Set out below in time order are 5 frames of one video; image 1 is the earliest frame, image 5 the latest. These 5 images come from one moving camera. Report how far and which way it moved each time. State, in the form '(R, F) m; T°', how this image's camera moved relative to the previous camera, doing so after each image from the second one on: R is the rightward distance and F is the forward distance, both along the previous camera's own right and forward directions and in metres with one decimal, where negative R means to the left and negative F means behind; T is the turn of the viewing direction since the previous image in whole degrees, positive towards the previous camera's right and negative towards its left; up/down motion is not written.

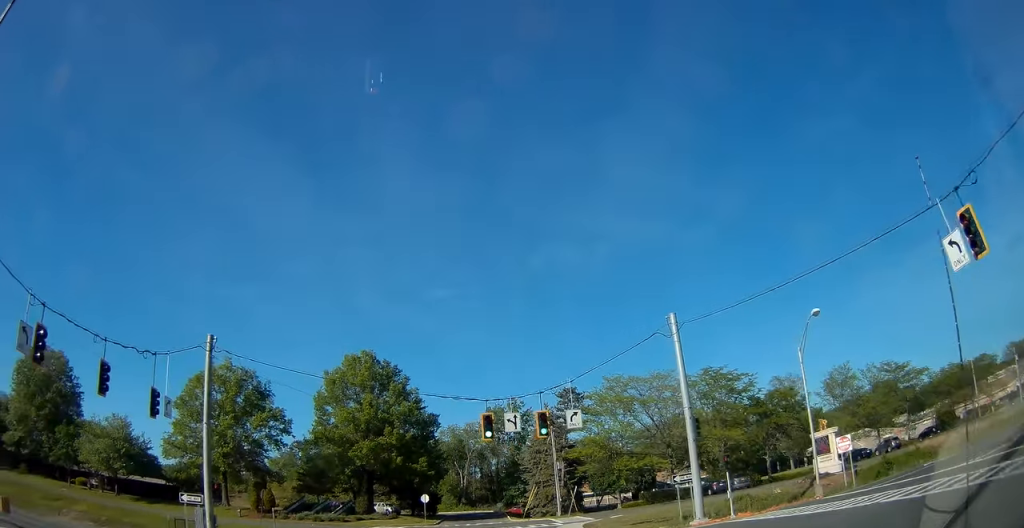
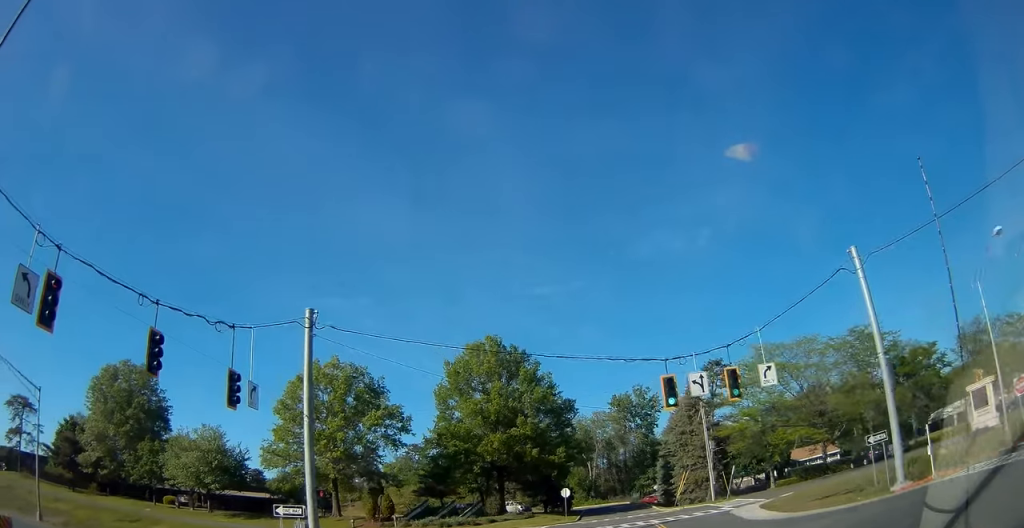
(-0.4, +5.3) m; -11°
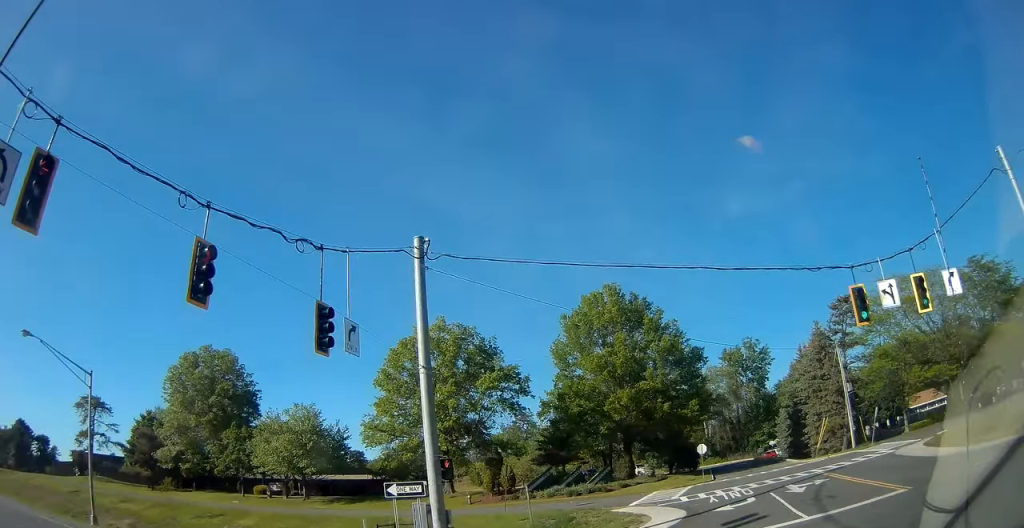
(-0.4, +4.6) m; -11°
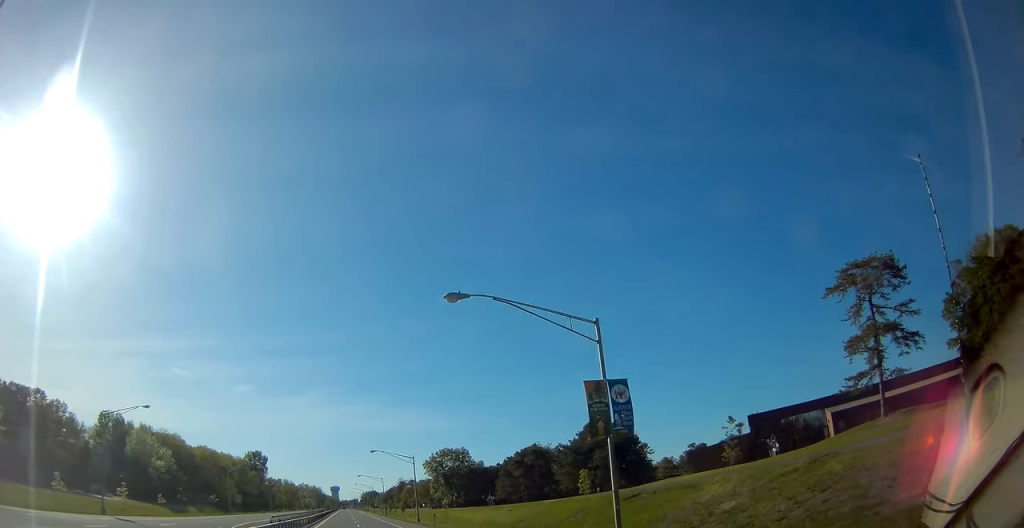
(-39.8, +40.2) m; -54°
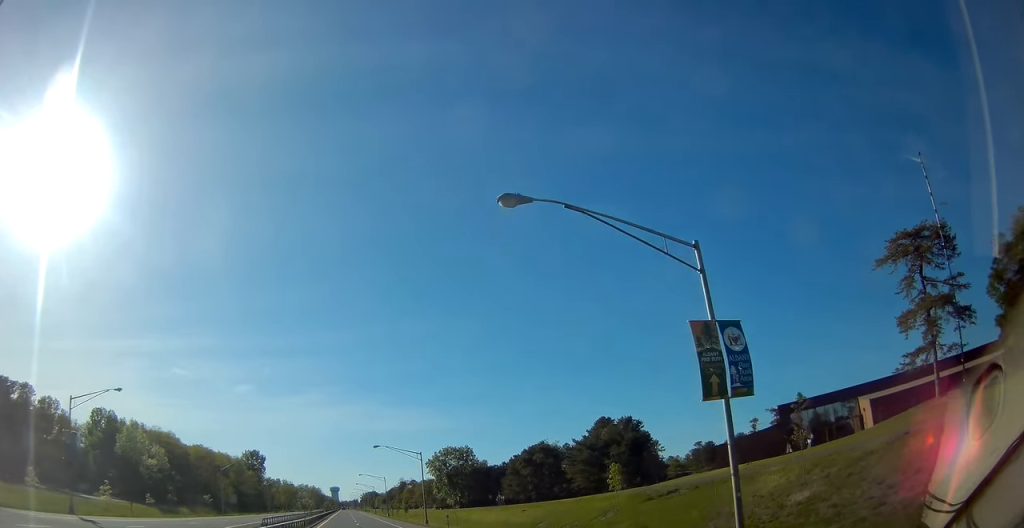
(0.0, +6.2) m; 0°
